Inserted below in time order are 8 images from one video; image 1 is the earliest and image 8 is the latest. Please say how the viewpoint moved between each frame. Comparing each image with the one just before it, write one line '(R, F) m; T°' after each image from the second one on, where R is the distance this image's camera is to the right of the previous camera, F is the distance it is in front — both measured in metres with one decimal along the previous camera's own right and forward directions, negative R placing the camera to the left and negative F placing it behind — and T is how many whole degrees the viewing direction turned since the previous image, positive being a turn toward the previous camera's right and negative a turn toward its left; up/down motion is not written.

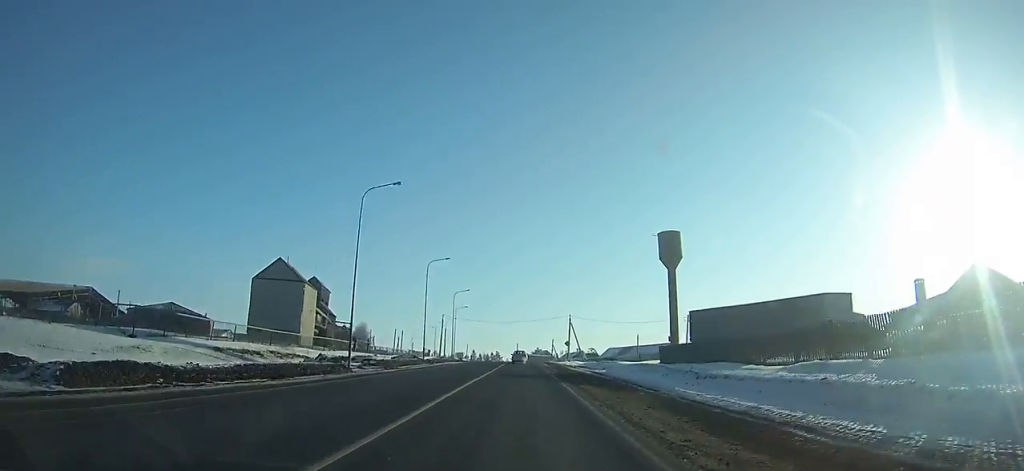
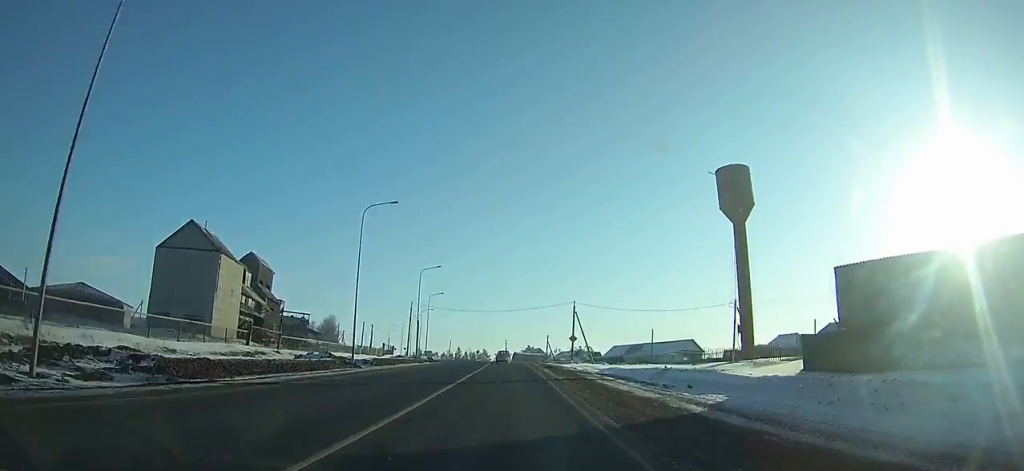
(+0.1, +24.6) m; 0°
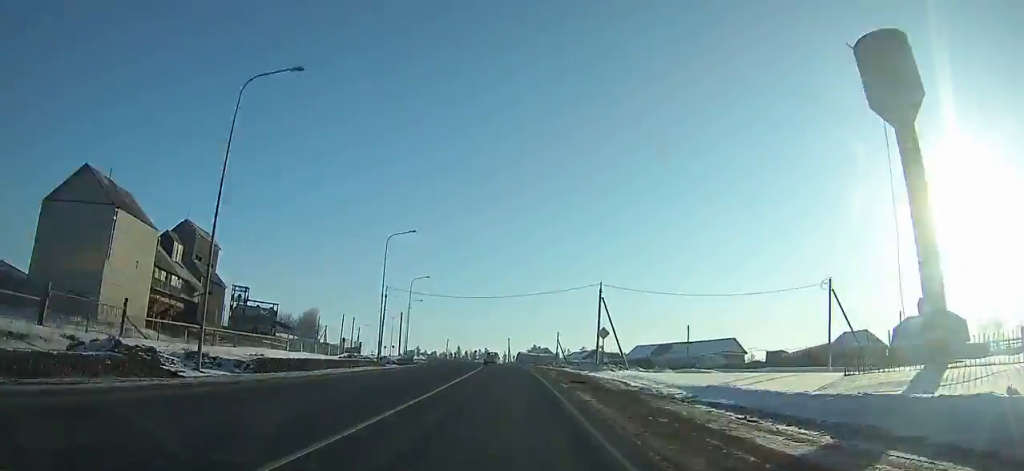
(0.0, +21.0) m; -1°
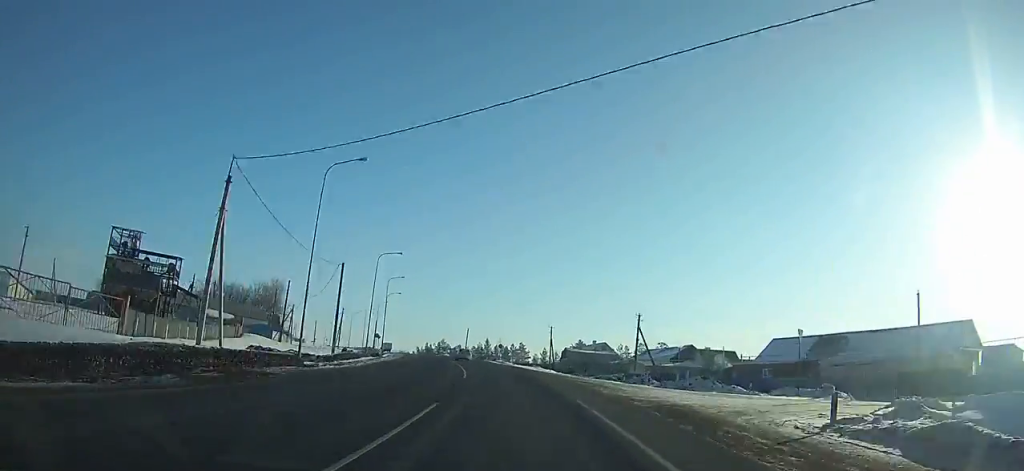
(-1.2, +49.4) m; -5°
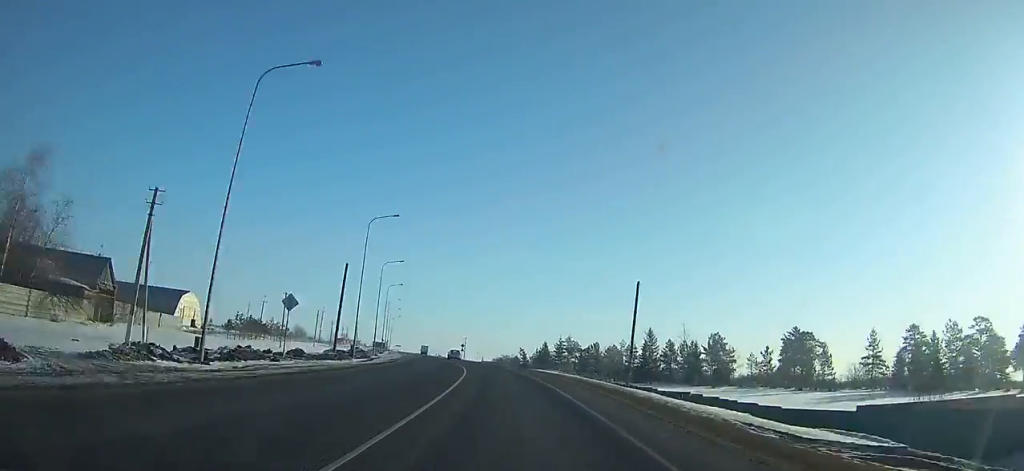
(-11.9, +98.5) m; -14°
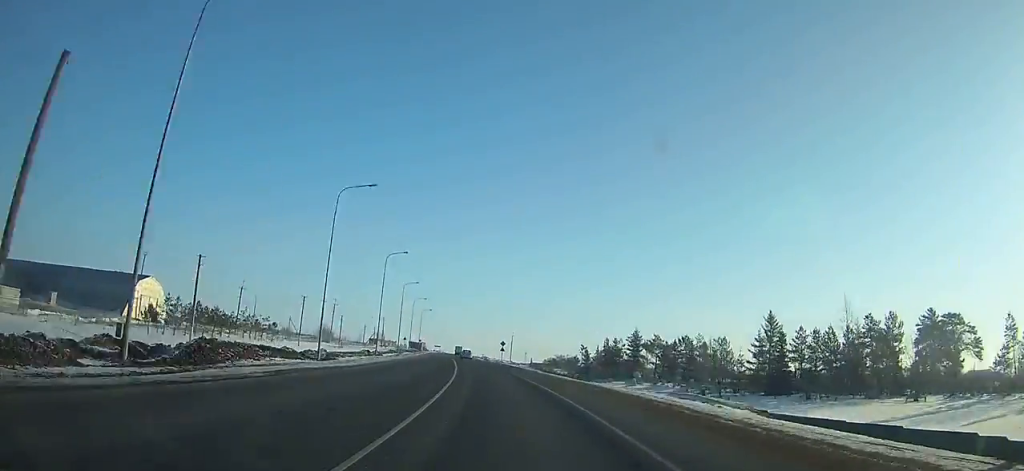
(-1.4, +34.9) m; -4°
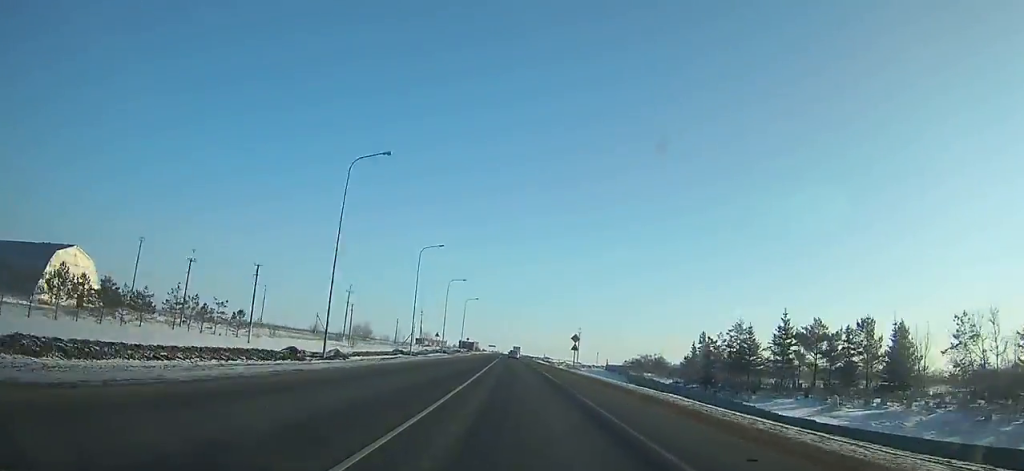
(-1.1, +35.8) m; -3°
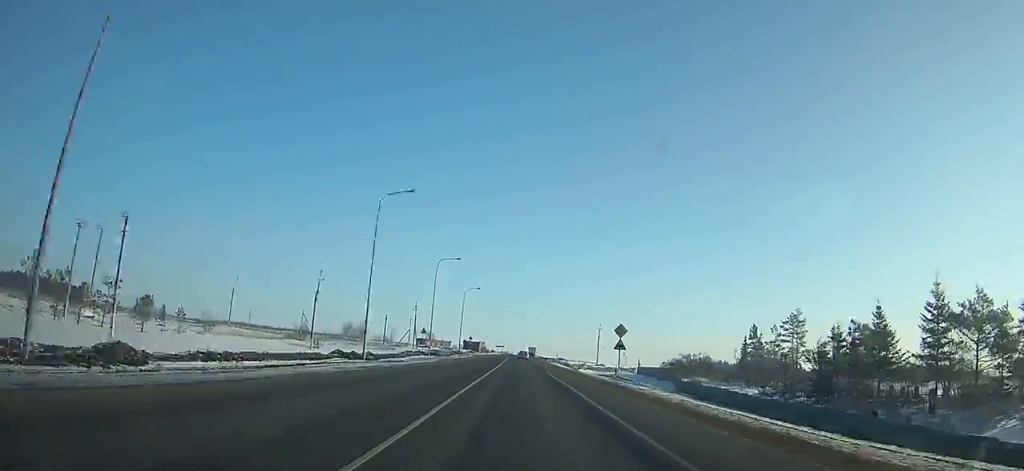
(-0.5, +22.9) m; -1°
